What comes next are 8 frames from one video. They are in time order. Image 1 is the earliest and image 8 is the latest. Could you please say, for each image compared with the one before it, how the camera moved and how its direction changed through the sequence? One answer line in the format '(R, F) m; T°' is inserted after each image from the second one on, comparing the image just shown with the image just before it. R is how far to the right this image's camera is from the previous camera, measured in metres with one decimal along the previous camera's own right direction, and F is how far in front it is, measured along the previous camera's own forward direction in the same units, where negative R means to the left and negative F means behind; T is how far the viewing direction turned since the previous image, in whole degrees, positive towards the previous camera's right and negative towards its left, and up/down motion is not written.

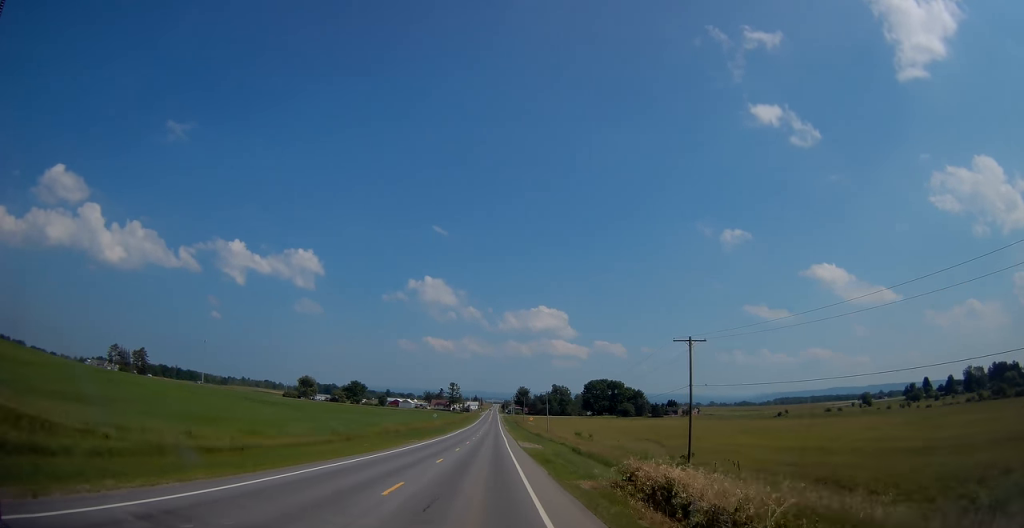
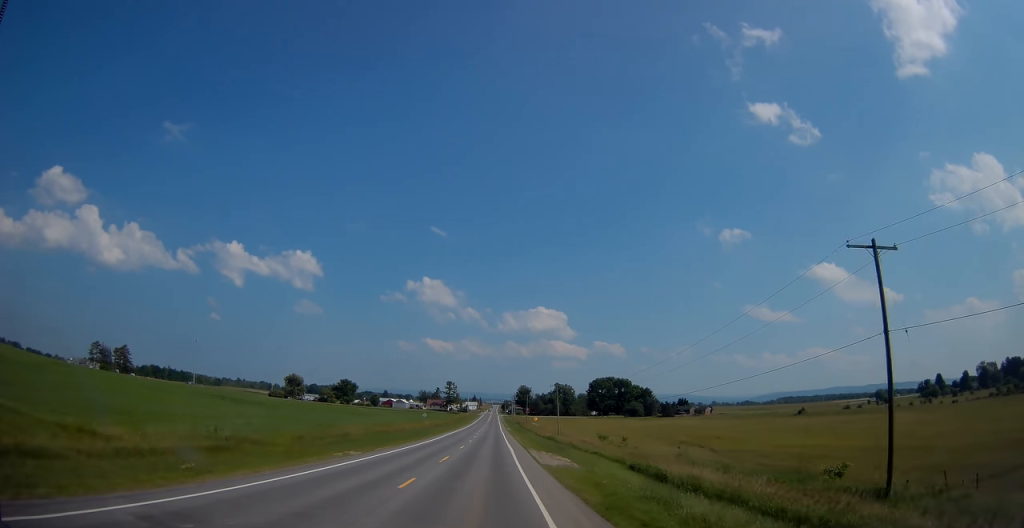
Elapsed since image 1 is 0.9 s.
(0.0, +22.5) m; 0°
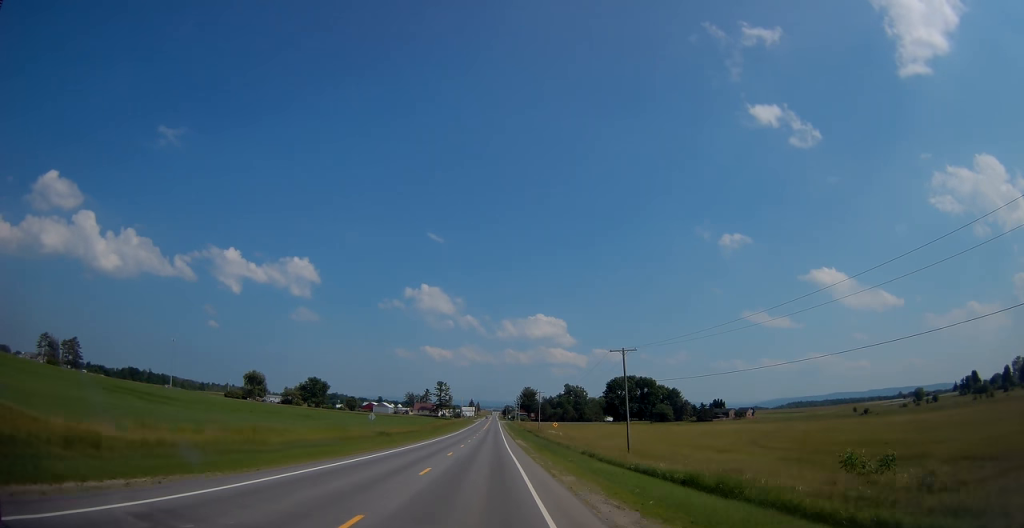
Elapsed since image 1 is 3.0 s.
(-0.1, +56.9) m; 0°
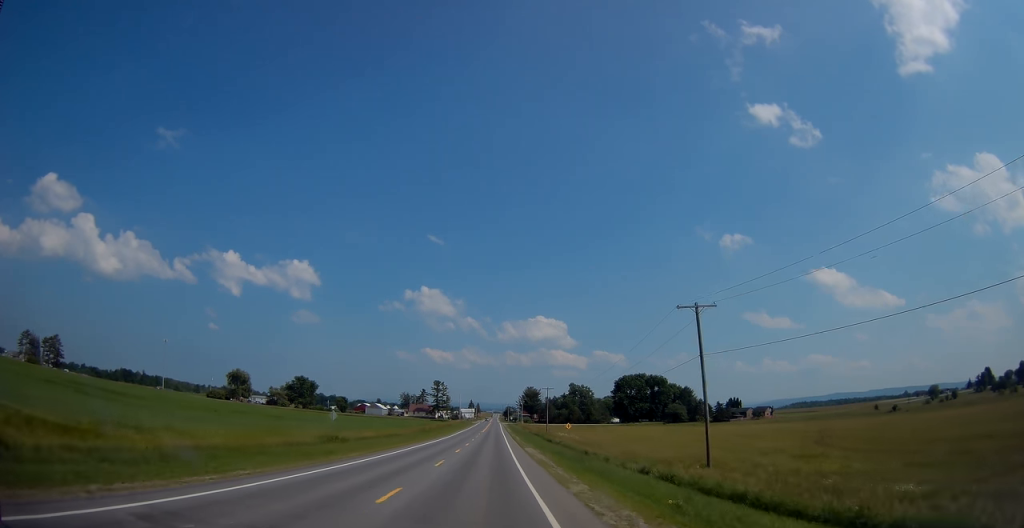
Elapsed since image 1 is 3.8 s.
(0.0, +19.4) m; 0°
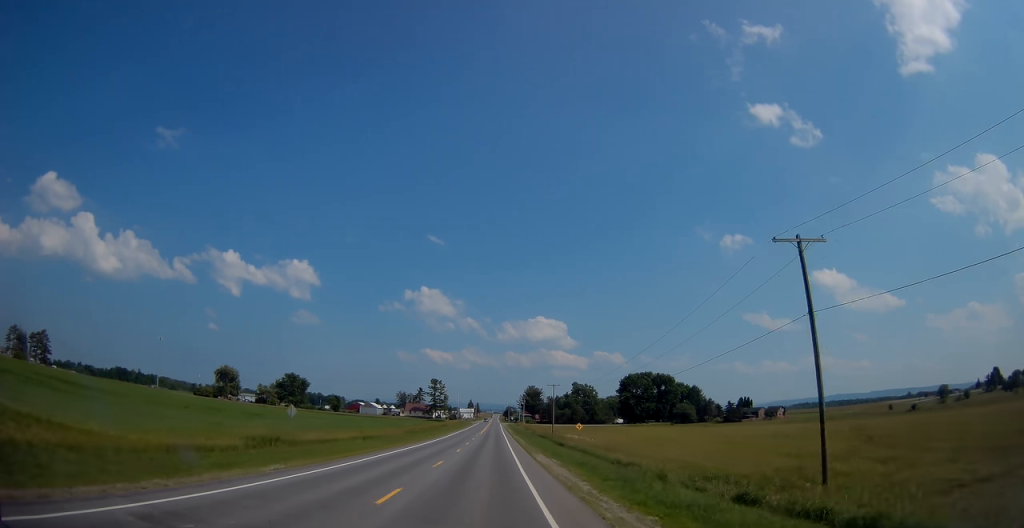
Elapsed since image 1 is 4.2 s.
(0.0, +12.3) m; 0°
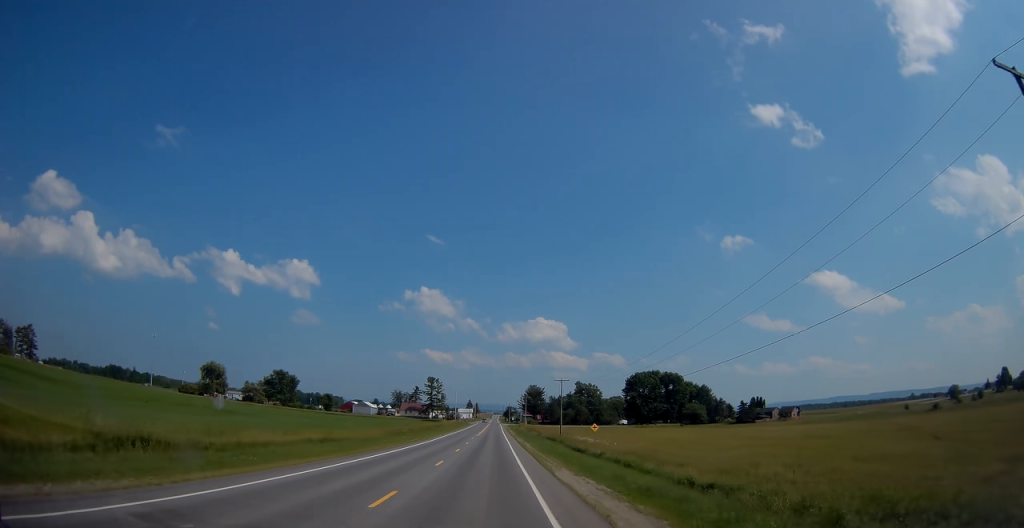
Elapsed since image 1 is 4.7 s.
(0.0, +13.2) m; 0°
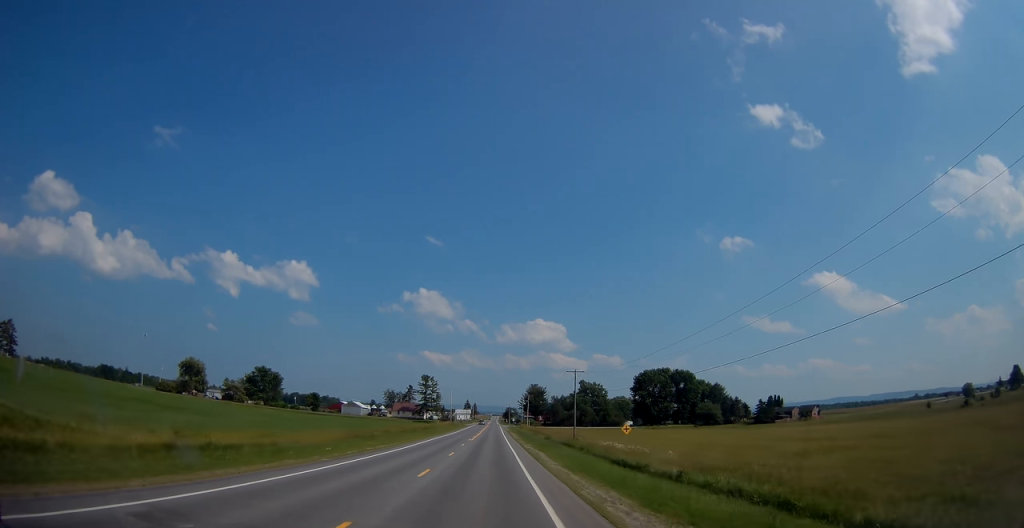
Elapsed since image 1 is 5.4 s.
(0.0, +17.5) m; 0°
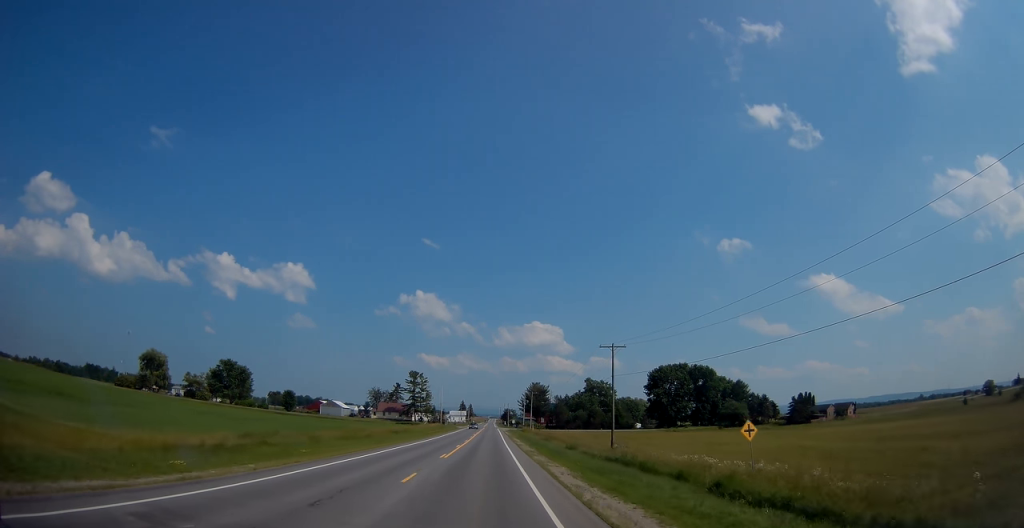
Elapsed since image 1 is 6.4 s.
(0.0, +27.2) m; 0°
